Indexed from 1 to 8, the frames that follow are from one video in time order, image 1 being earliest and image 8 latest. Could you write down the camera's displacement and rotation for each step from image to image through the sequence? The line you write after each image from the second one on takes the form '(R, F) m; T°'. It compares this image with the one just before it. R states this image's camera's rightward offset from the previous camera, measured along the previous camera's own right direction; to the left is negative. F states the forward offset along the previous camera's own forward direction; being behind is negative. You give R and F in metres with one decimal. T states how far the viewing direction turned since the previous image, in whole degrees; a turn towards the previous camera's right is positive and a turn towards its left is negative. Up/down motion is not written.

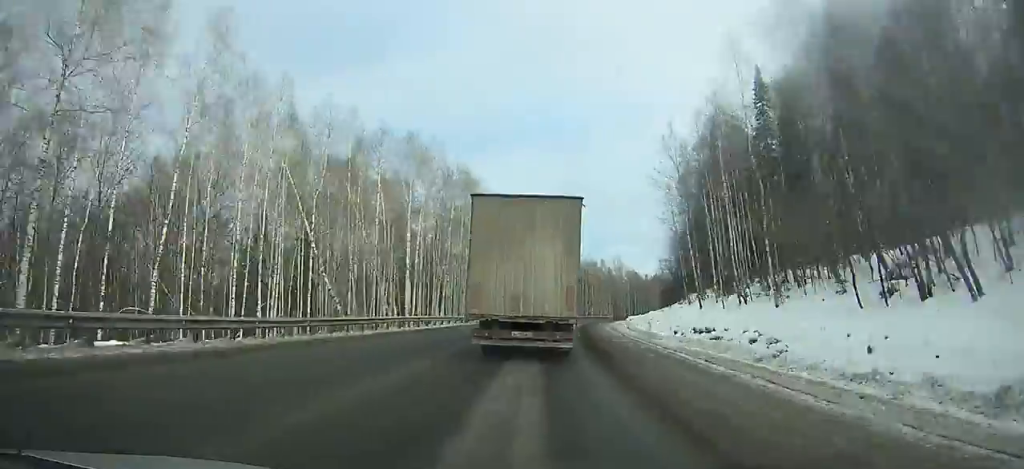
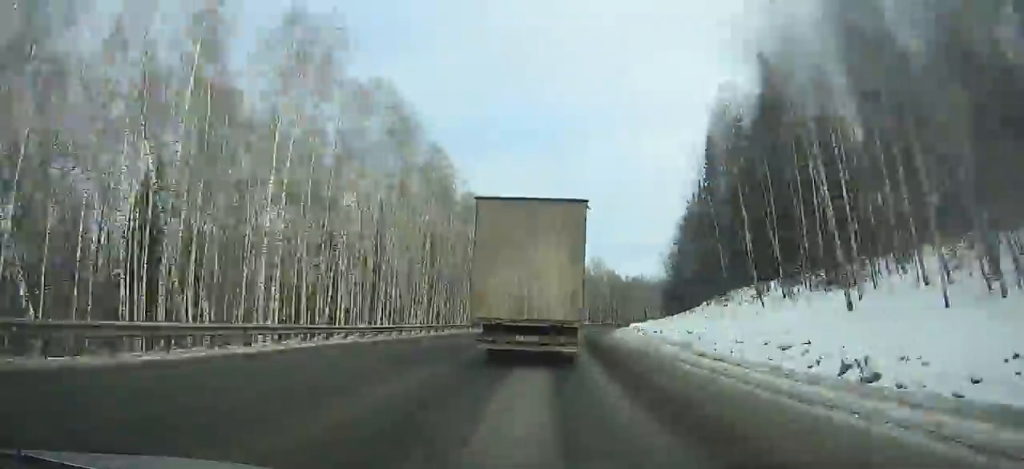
(+0.8, +25.2) m; +3°
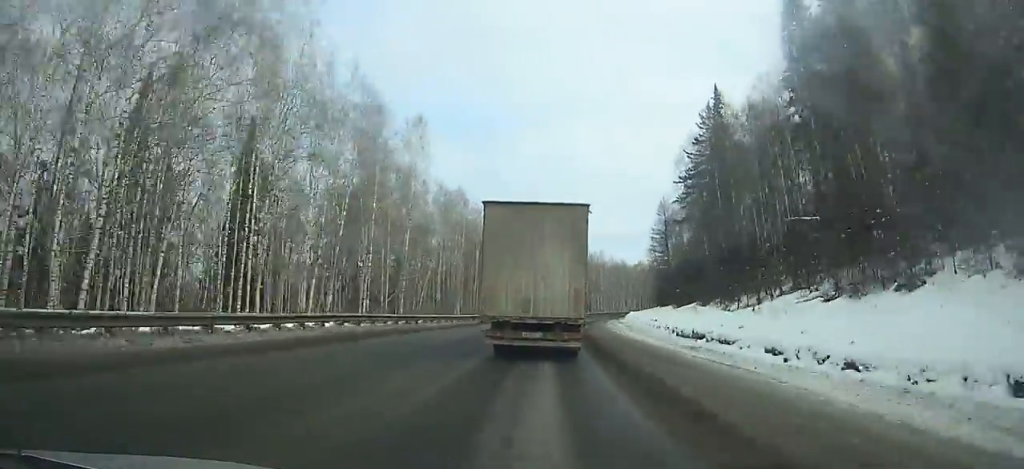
(+2.9, +51.6) m; +6°
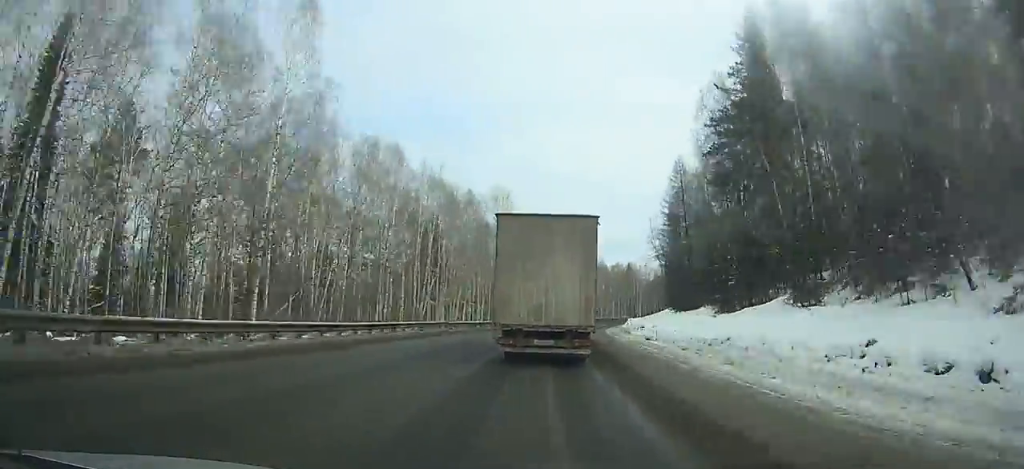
(+0.4, +23.7) m; +3°
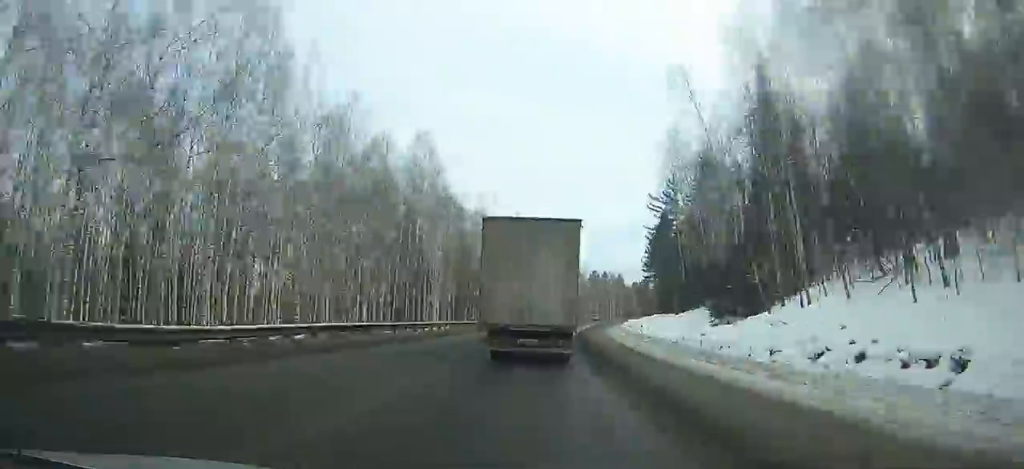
(+25.6, +128.1) m; +22°
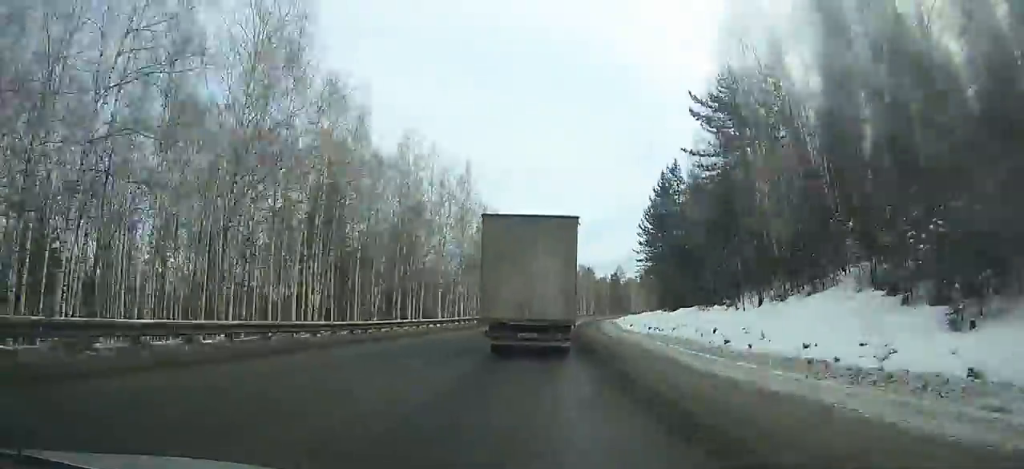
(+0.3, +25.2) m; +3°
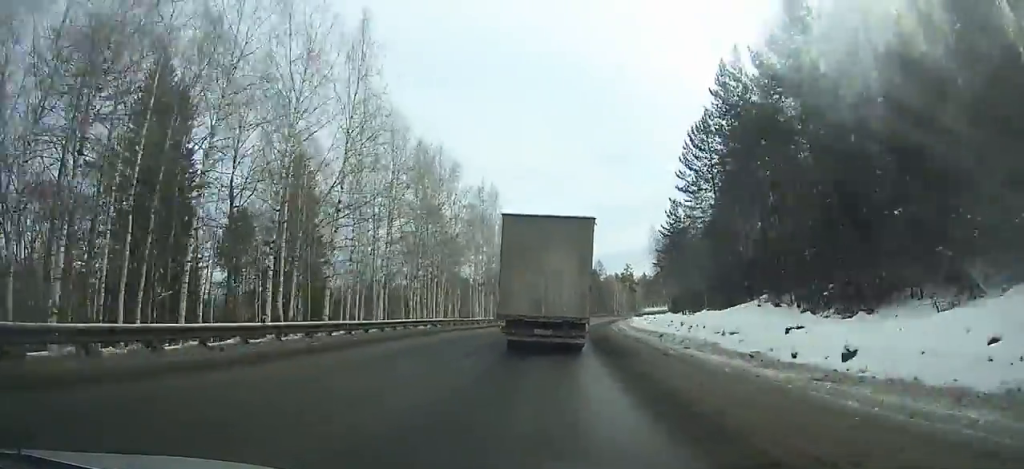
(+1.7, +33.8) m; +5°
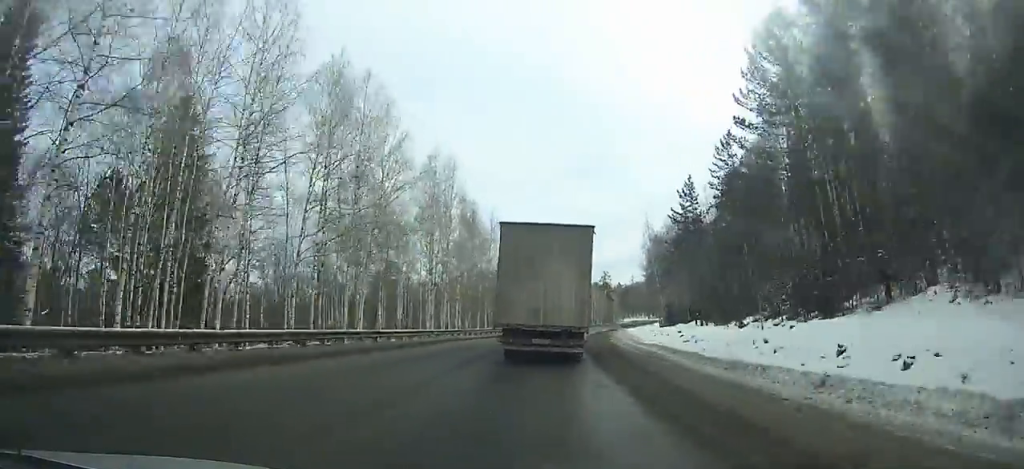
(+0.2, +18.3) m; +3°
